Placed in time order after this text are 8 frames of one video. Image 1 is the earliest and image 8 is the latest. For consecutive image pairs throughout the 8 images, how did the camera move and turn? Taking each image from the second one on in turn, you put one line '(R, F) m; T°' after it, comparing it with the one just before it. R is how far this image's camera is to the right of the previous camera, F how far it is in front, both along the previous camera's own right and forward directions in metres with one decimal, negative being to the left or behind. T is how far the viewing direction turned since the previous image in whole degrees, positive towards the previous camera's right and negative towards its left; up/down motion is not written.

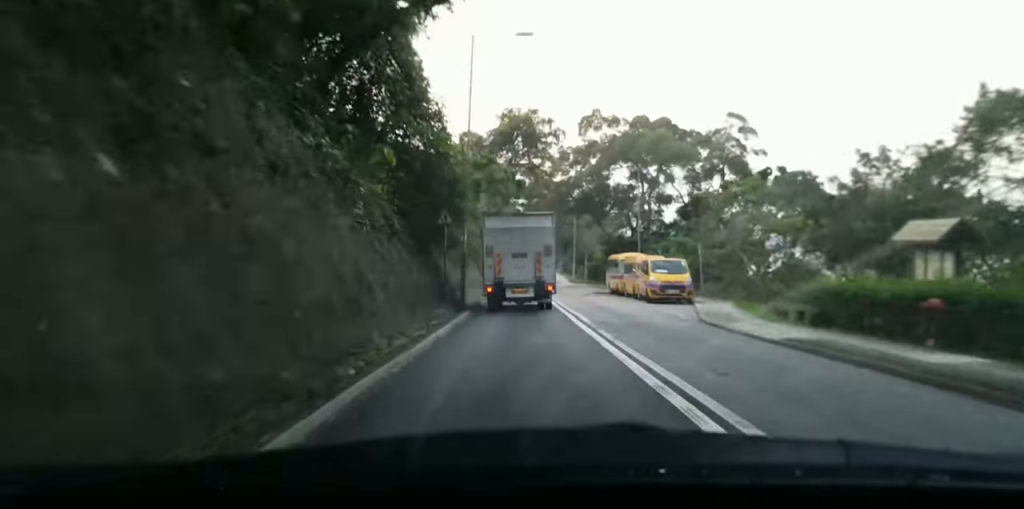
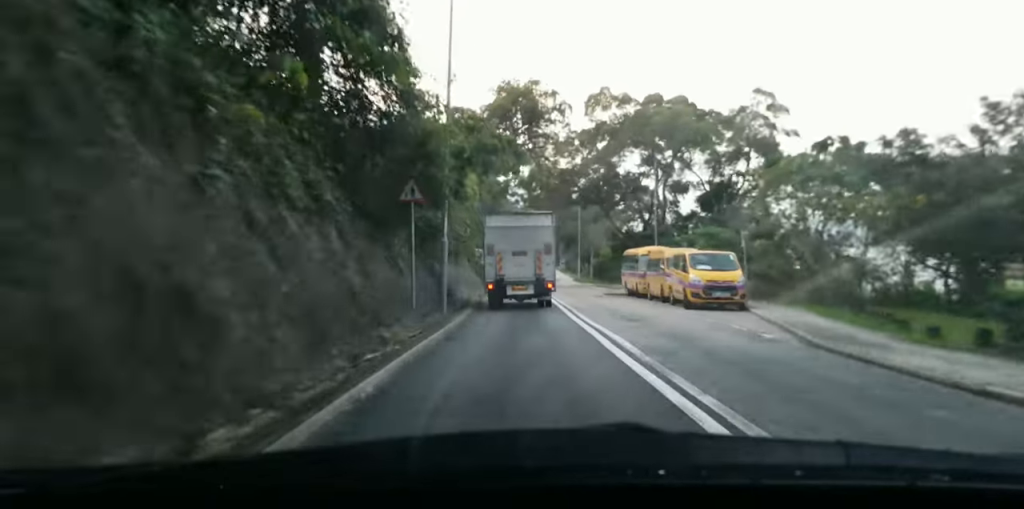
(+0.2, +7.5) m; 0°
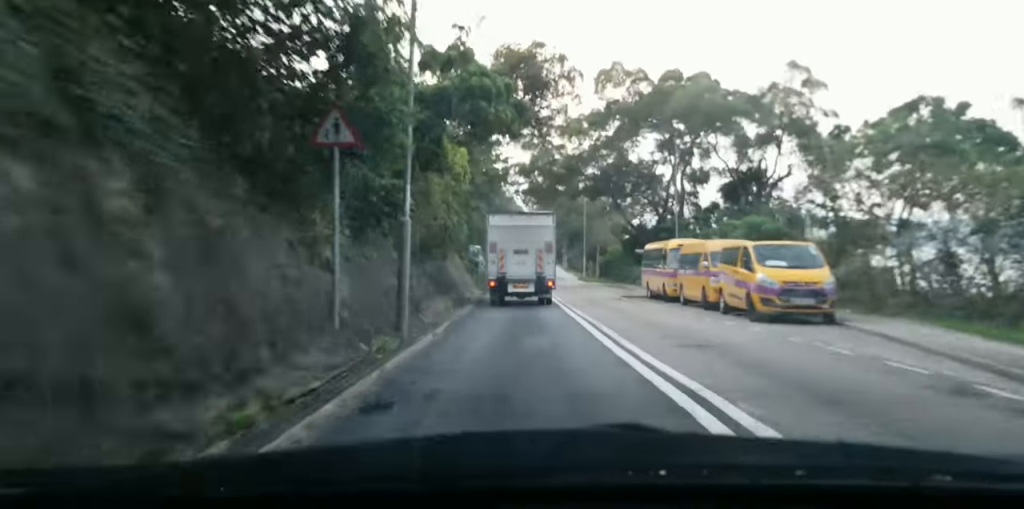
(0.0, +7.0) m; 0°
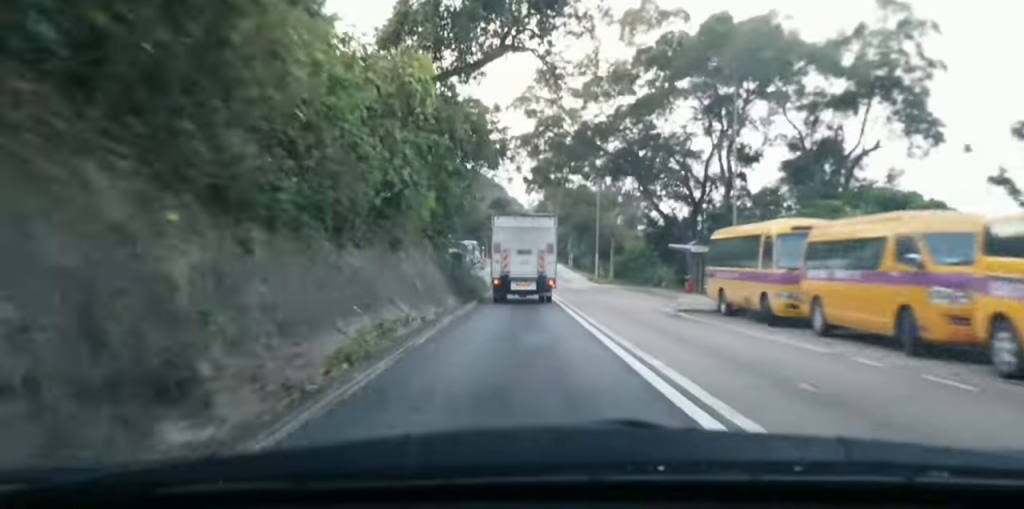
(-0.1, +12.4) m; -1°
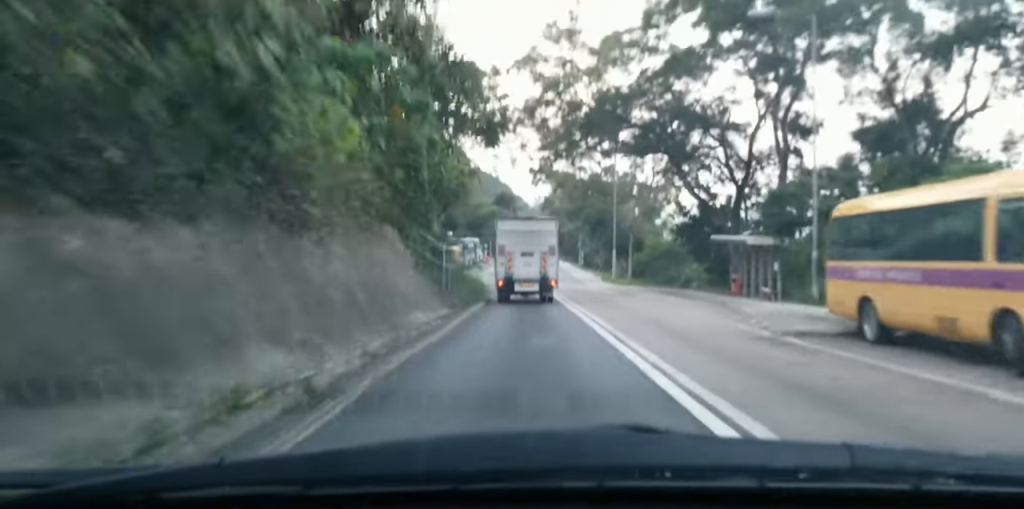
(0.0, +8.7) m; 0°
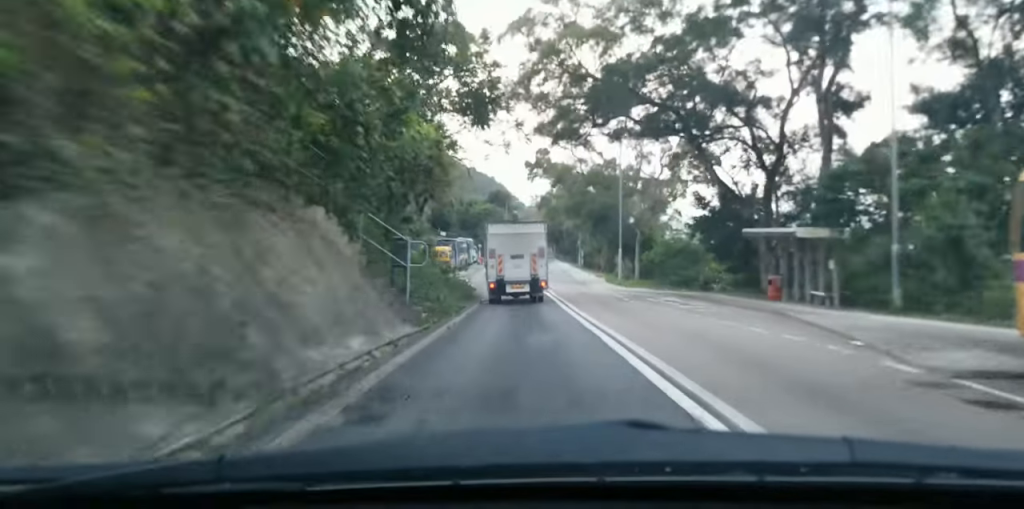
(0.0, +6.1) m; 0°
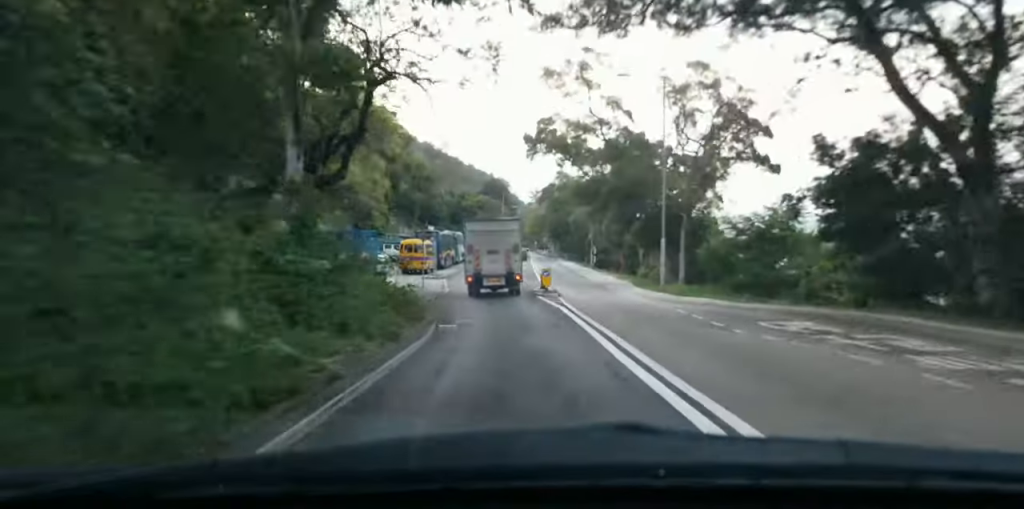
(0.0, +16.9) m; -1°
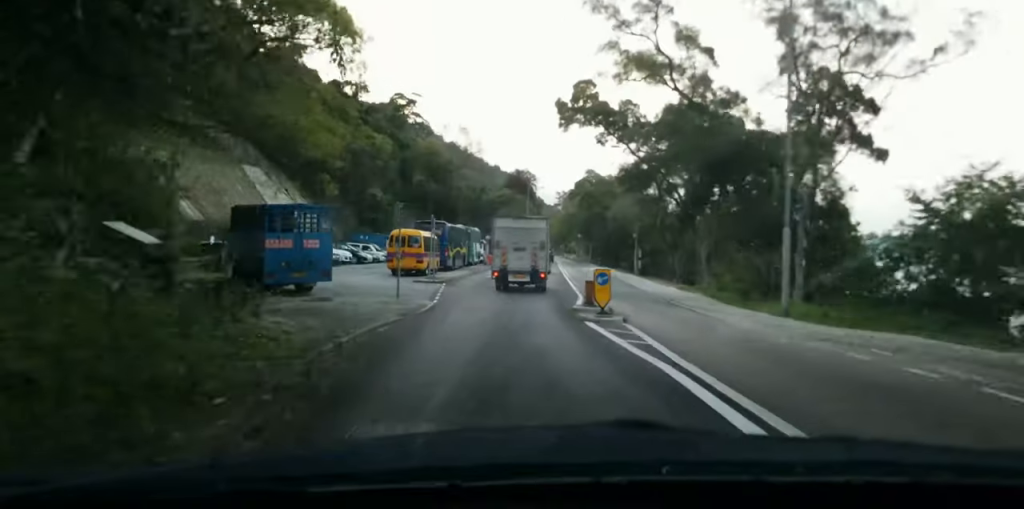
(-0.2, +14.0) m; -1°
